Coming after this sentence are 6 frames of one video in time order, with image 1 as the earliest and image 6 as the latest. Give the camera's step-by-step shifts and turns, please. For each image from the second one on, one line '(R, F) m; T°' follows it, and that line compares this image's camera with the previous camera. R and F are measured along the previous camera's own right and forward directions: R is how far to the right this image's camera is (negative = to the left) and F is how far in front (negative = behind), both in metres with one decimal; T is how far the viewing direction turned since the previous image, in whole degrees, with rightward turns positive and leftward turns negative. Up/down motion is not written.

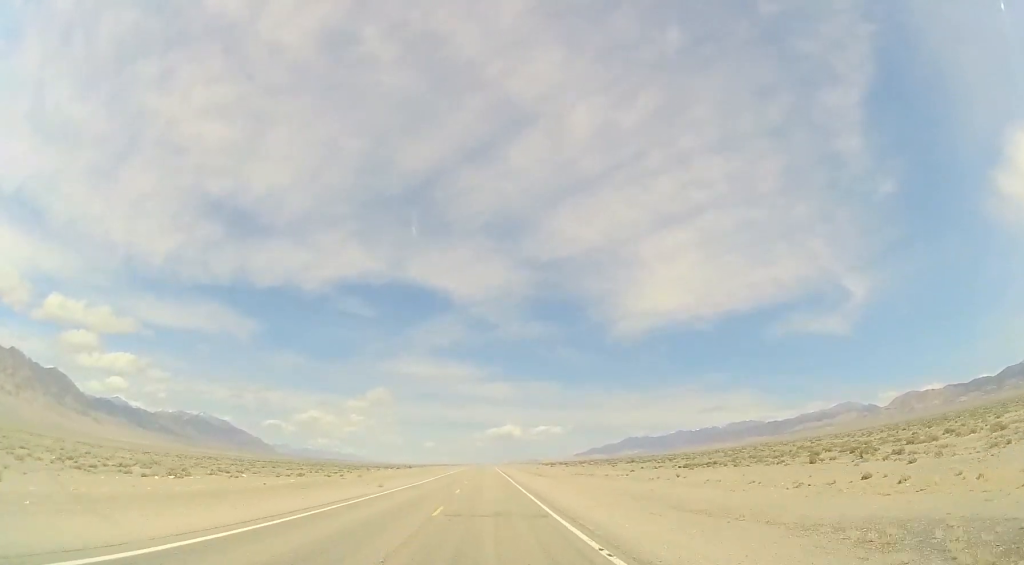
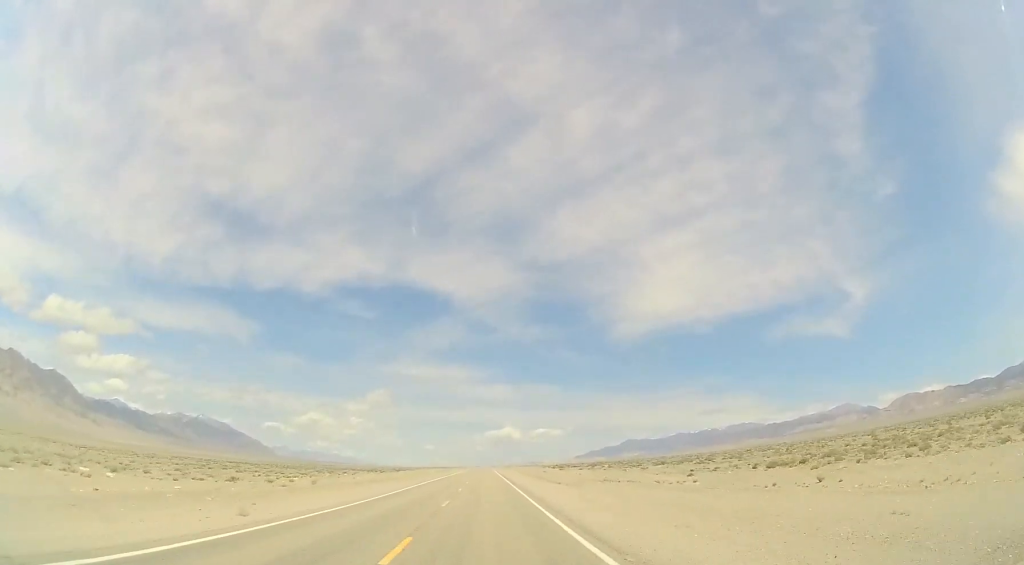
(-0.1, +20.0) m; 0°
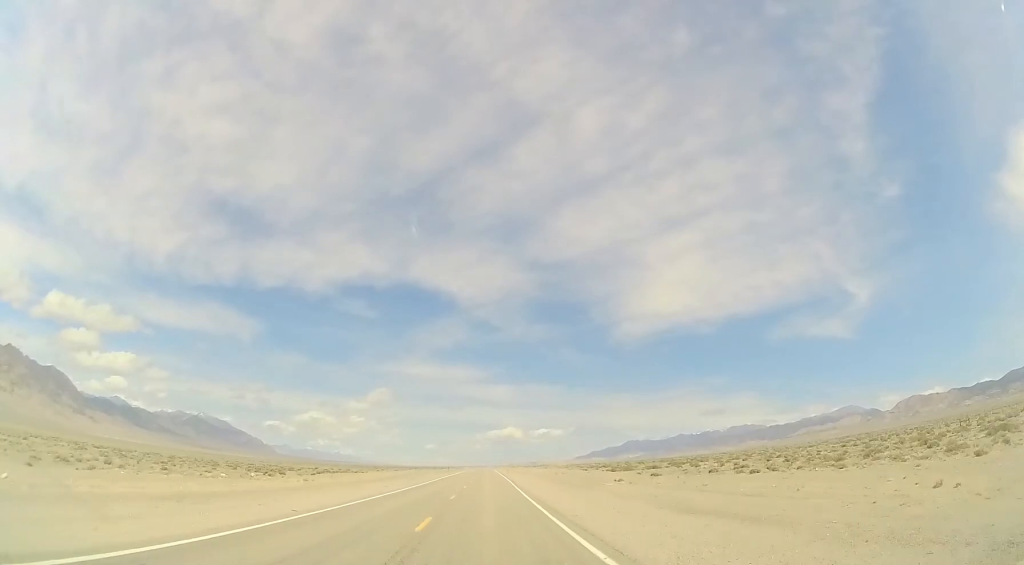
(0.0, +69.0) m; 0°
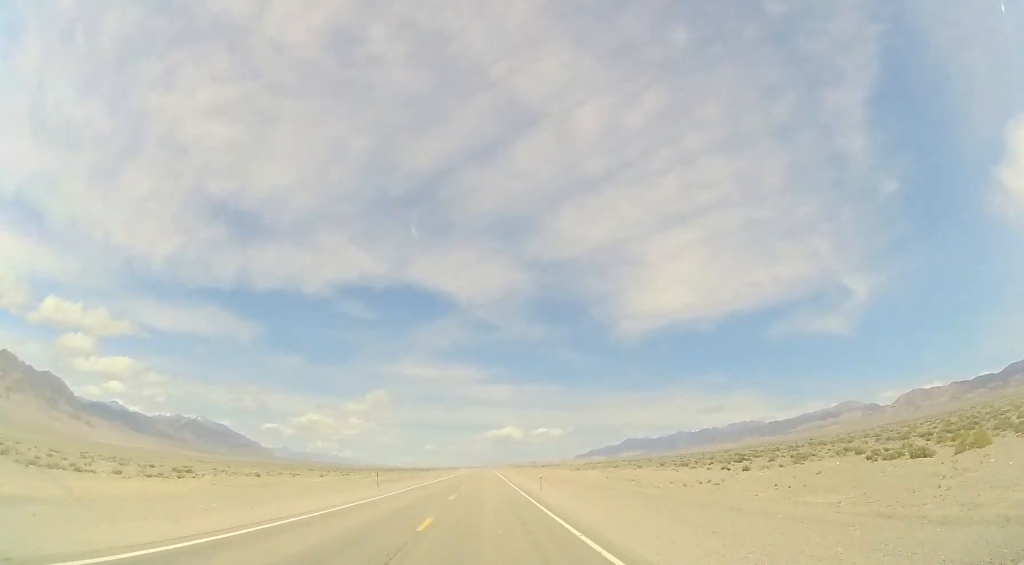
(+0.4, +61.2) m; +1°
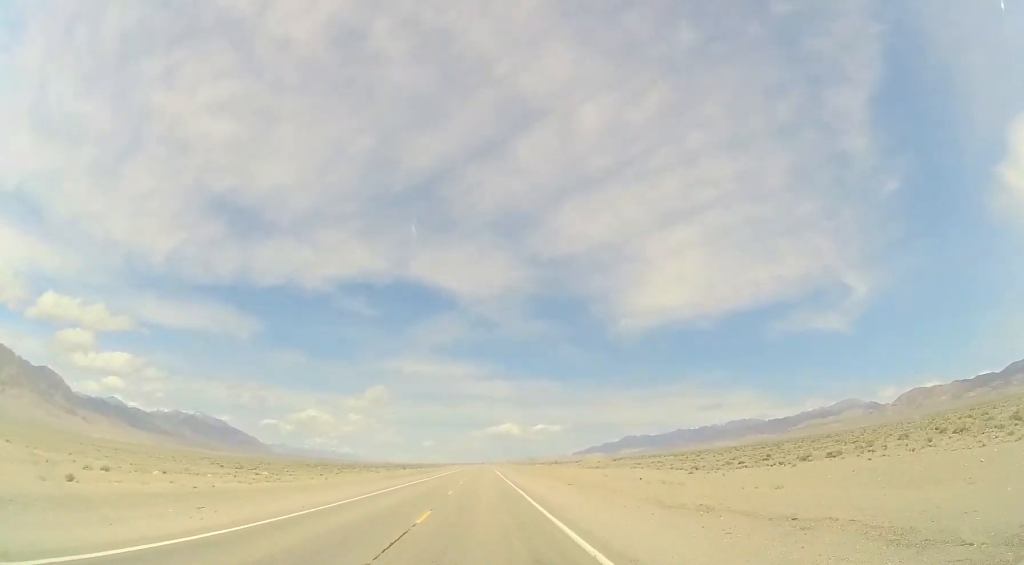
(-0.1, +60.1) m; 0°
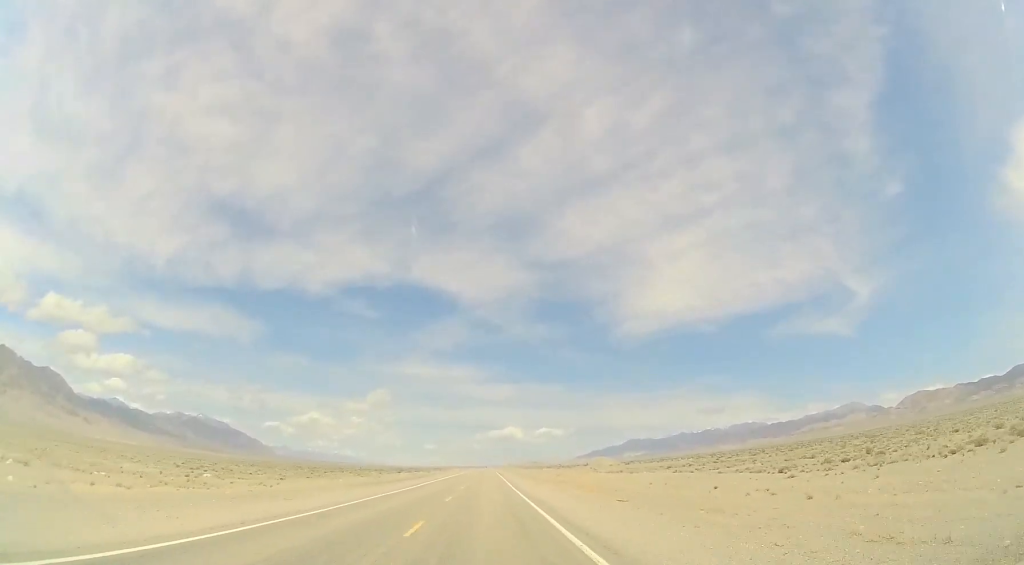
(0.0, +14.4) m; 0°
